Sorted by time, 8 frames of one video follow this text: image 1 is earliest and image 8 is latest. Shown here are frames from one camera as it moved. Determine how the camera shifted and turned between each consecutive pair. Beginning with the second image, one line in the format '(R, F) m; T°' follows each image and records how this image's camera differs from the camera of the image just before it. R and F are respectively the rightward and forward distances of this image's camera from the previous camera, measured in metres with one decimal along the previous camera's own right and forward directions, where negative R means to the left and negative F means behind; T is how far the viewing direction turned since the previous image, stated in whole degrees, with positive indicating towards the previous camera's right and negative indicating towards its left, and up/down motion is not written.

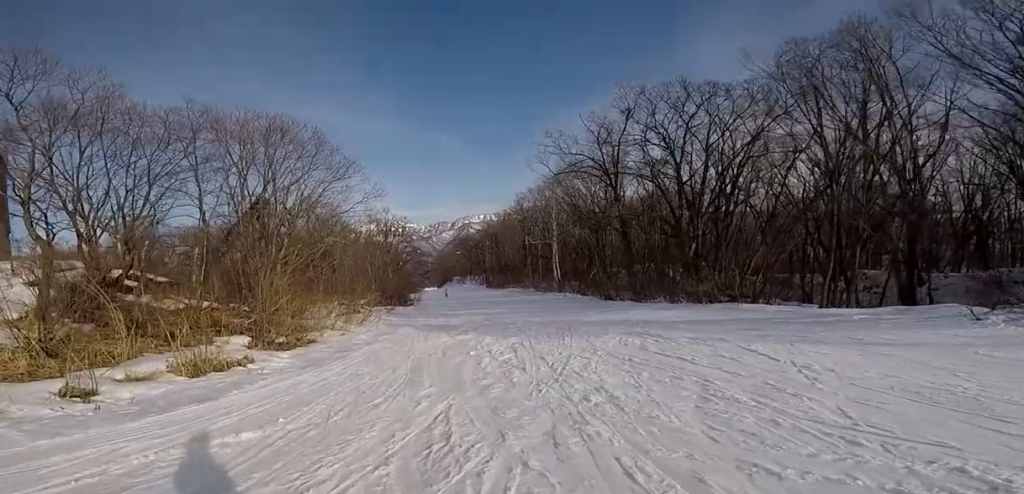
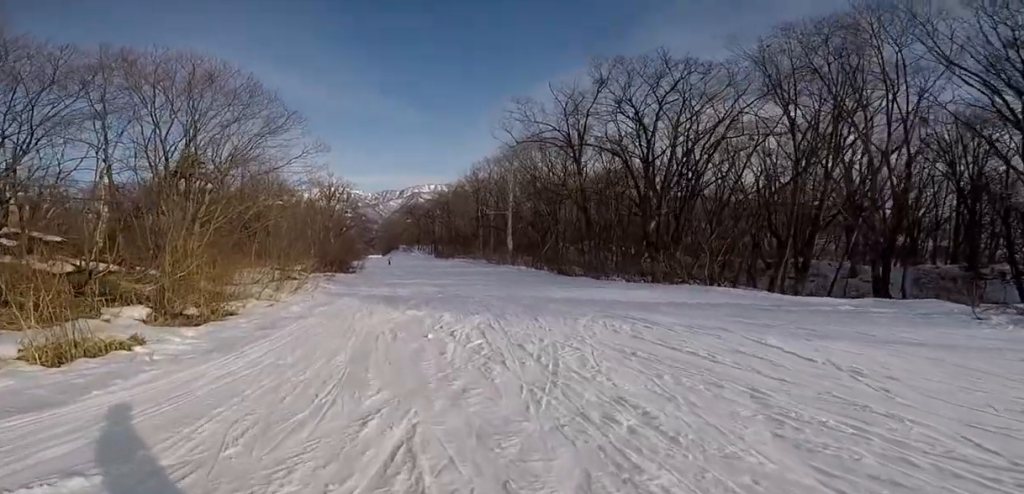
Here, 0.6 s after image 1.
(0.0, +1.8) m; +2°
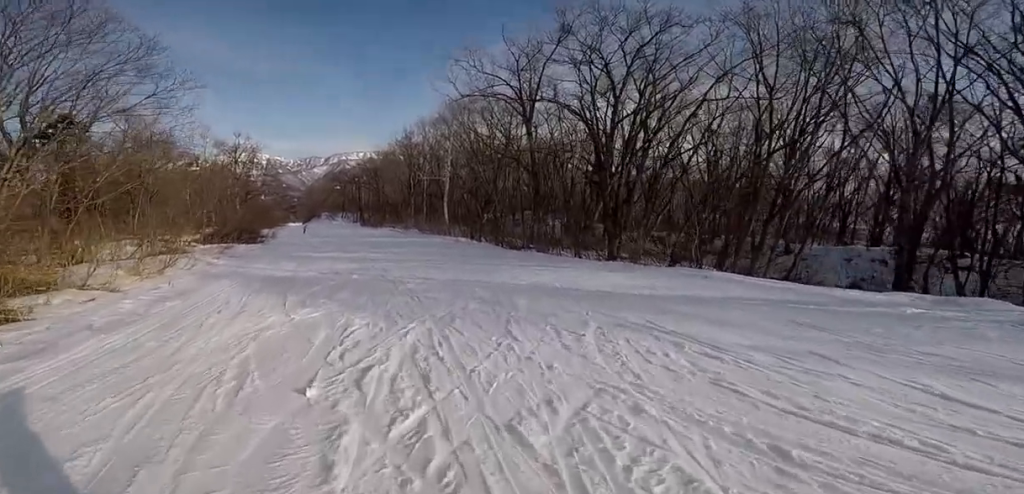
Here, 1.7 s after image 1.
(+0.2, +3.8) m; +17°
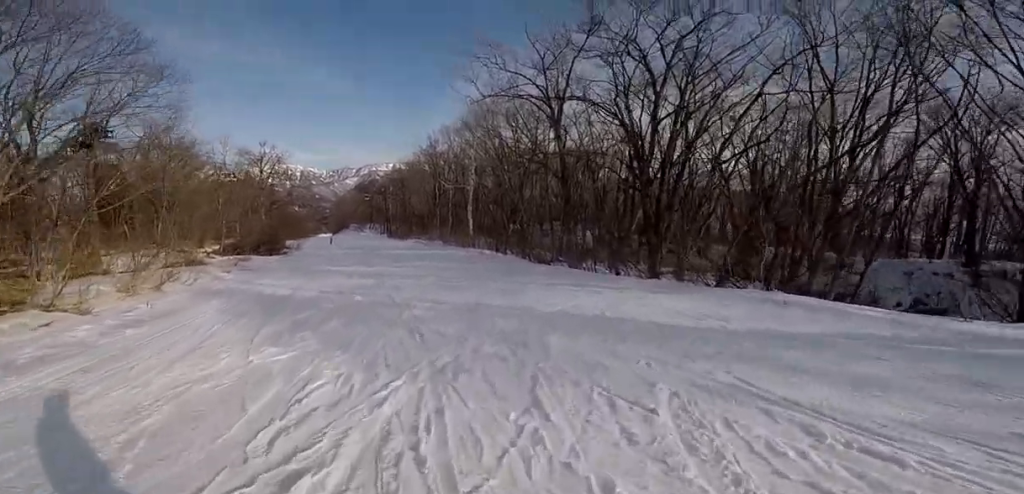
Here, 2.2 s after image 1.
(+0.4, +2.1) m; 0°
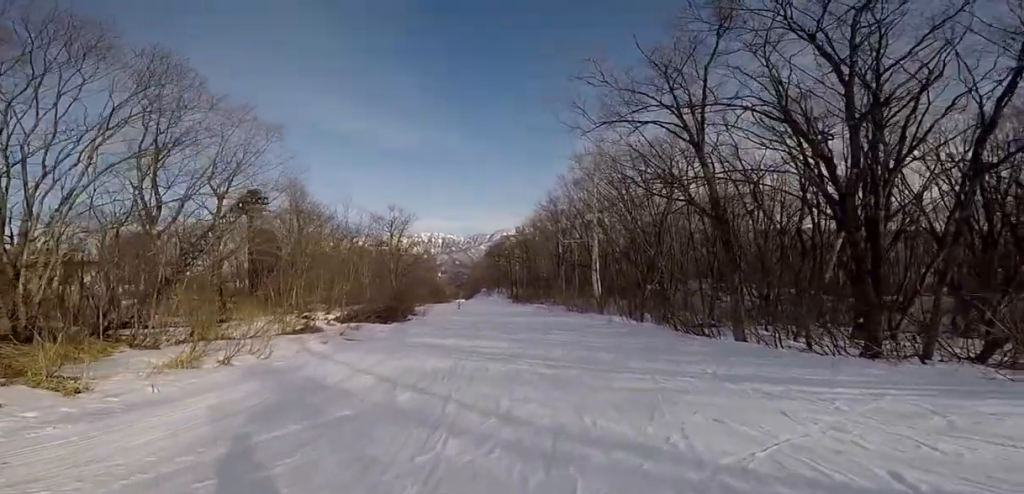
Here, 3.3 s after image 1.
(-0.1, +4.2) m; -10°
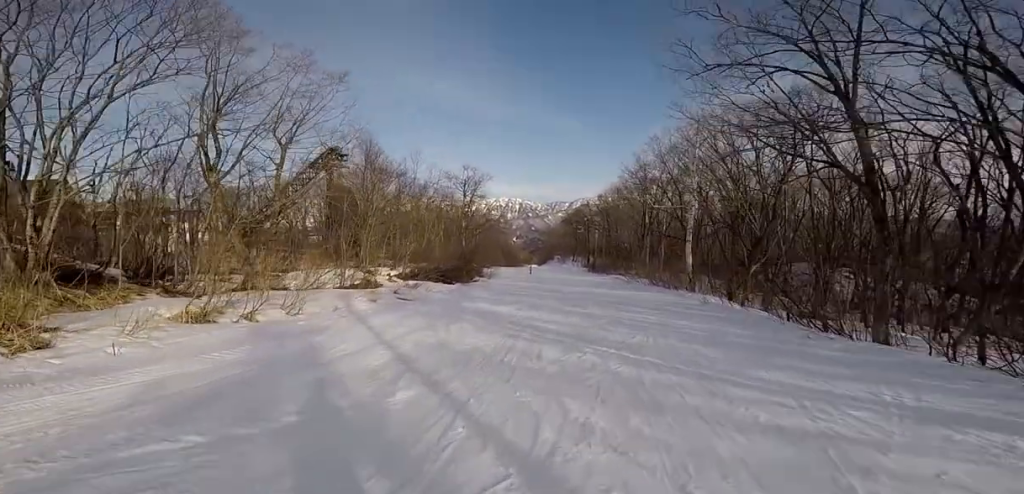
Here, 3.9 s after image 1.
(-0.3, +2.7) m; -8°
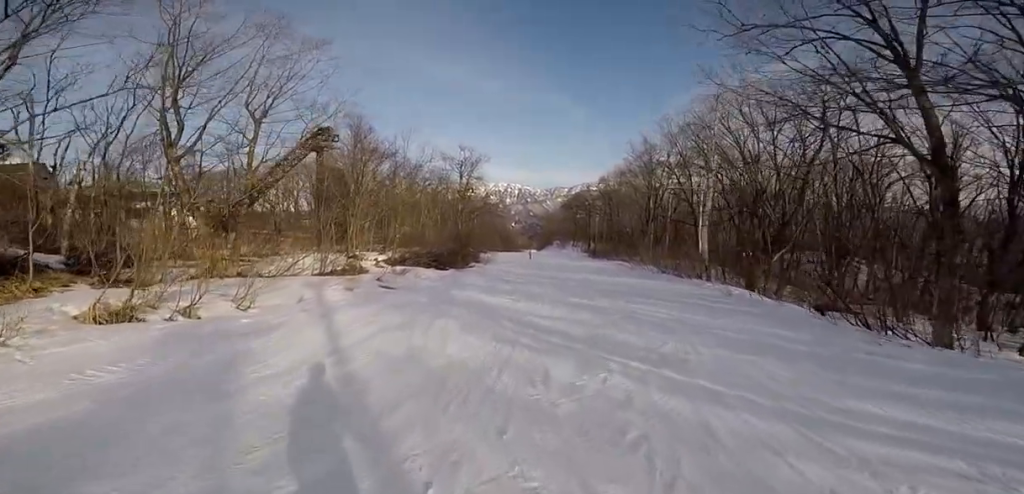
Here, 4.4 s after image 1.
(-0.1, +2.4) m; -2°
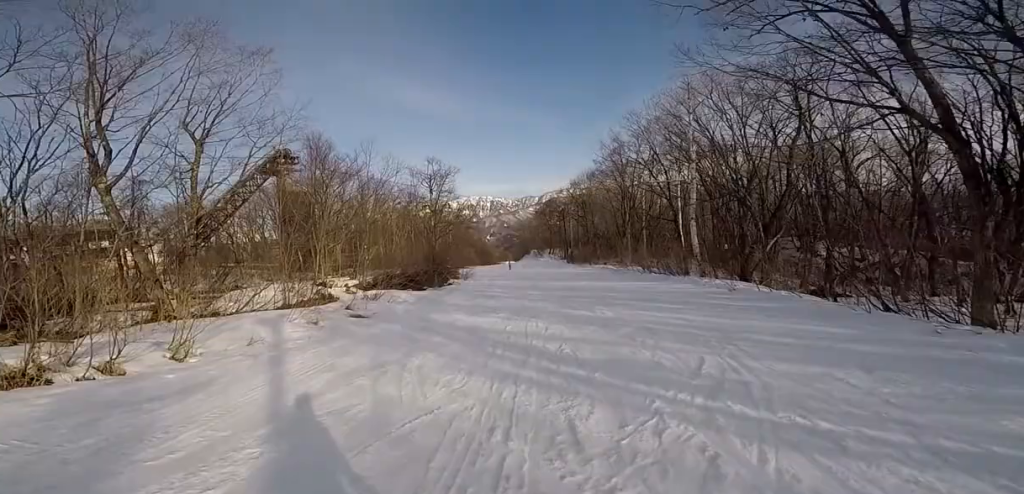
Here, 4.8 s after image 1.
(0.0, +1.9) m; -1°
